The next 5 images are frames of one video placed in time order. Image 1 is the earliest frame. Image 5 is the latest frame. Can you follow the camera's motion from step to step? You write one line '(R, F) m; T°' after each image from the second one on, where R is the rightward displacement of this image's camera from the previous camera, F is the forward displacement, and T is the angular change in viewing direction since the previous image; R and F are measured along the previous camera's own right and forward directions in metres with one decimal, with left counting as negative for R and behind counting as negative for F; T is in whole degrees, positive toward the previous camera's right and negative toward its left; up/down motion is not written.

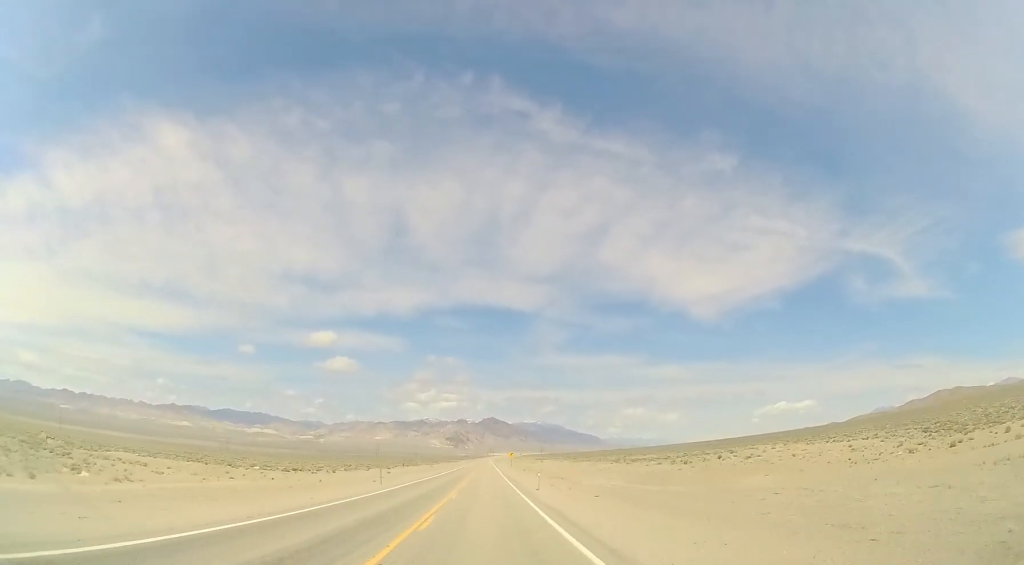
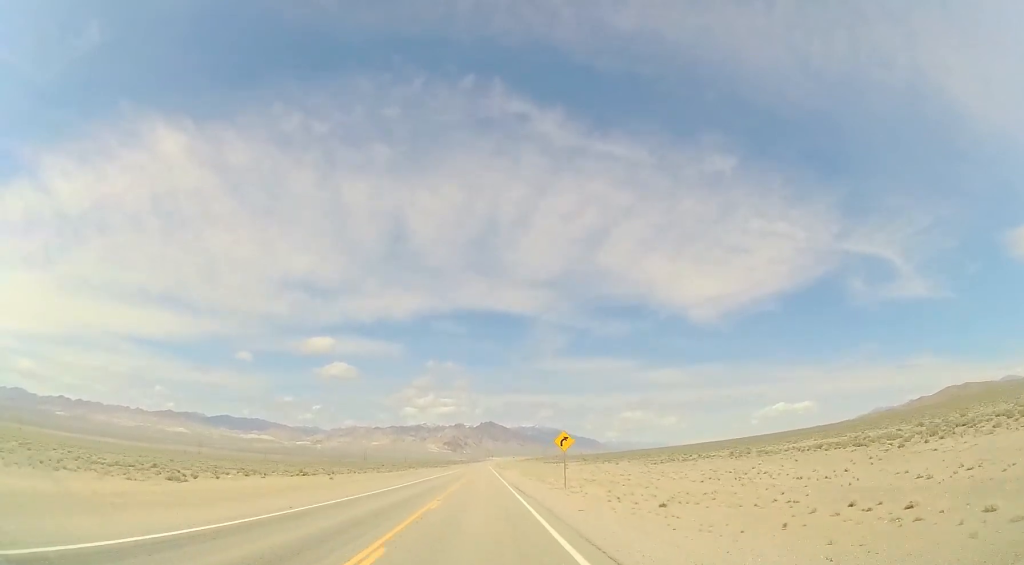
(-0.1, +81.5) m; 0°
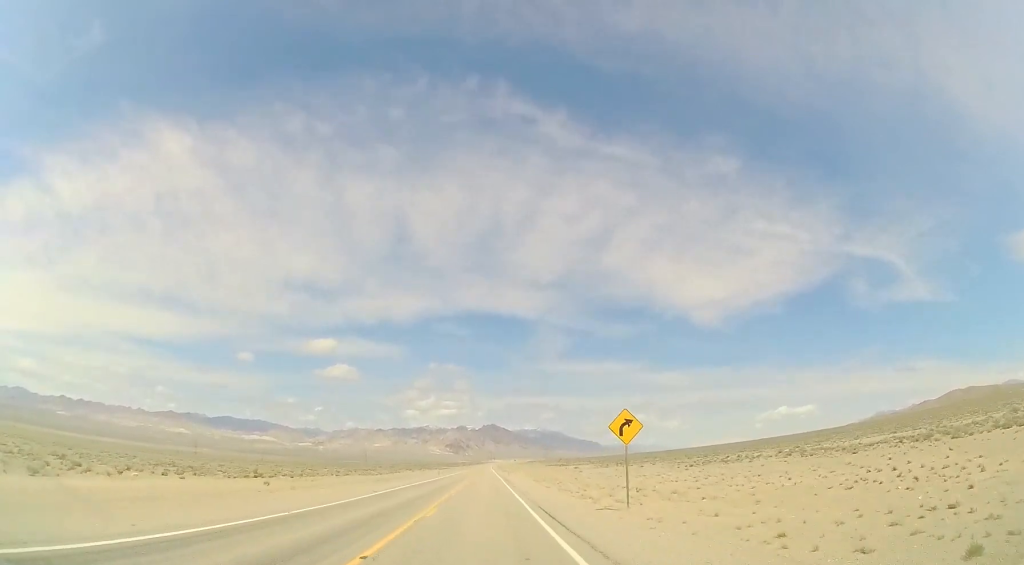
(0.0, +14.5) m; 0°
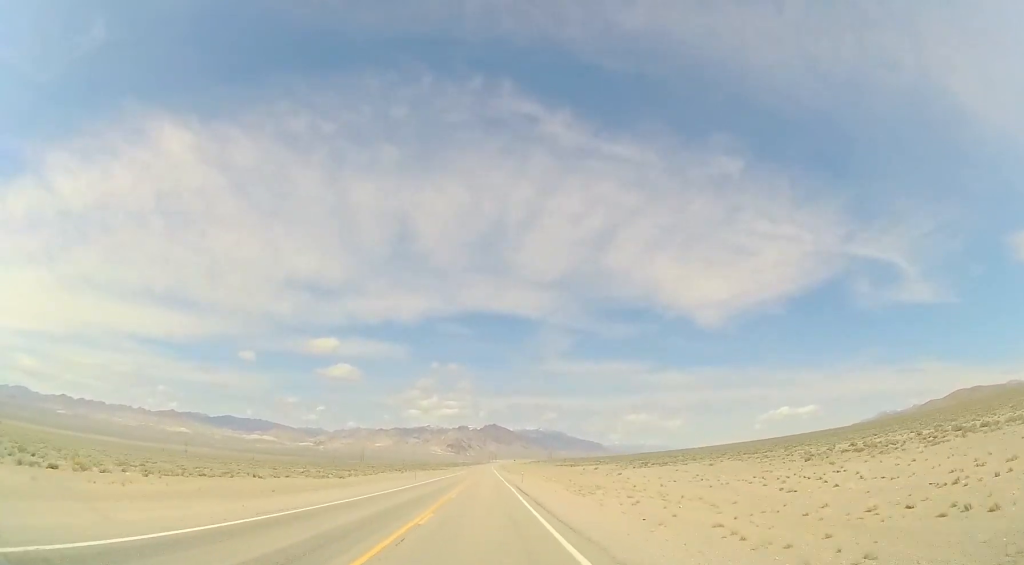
(+0.1, +26.9) m; 0°
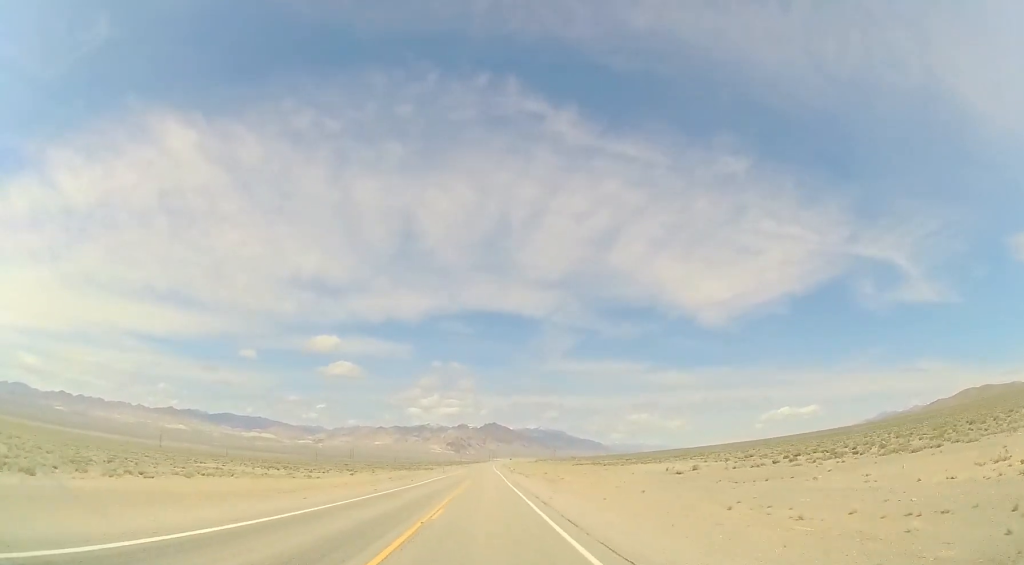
(-1.6, +60.1) m; -2°
